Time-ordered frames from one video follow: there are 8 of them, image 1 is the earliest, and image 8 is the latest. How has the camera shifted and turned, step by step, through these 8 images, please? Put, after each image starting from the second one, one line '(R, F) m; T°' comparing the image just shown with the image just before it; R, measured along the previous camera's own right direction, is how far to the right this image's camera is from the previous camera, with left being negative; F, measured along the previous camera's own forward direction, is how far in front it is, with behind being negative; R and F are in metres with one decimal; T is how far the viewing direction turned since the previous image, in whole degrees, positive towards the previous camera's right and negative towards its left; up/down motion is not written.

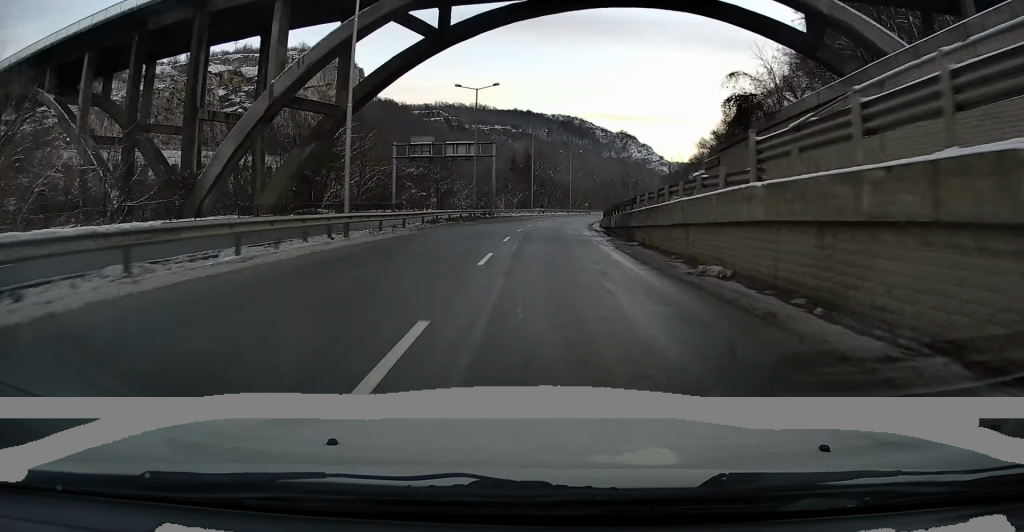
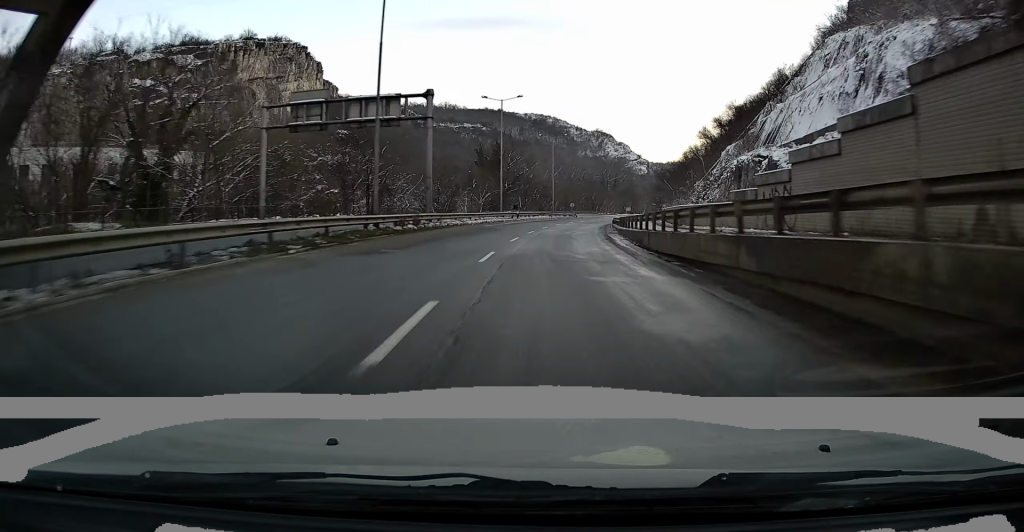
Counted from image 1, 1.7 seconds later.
(+0.4, +25.7) m; +2°
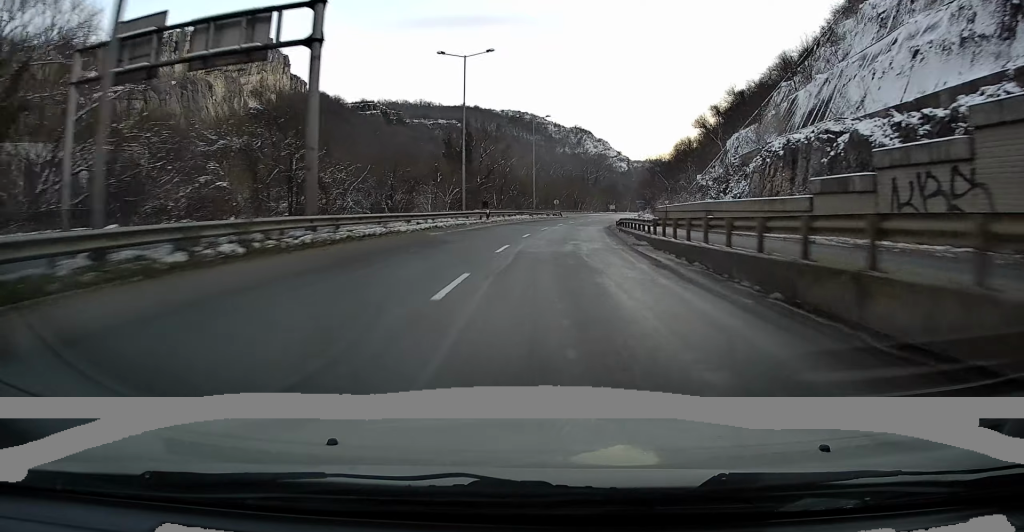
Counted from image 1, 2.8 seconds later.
(+0.2, +15.1) m; +2°
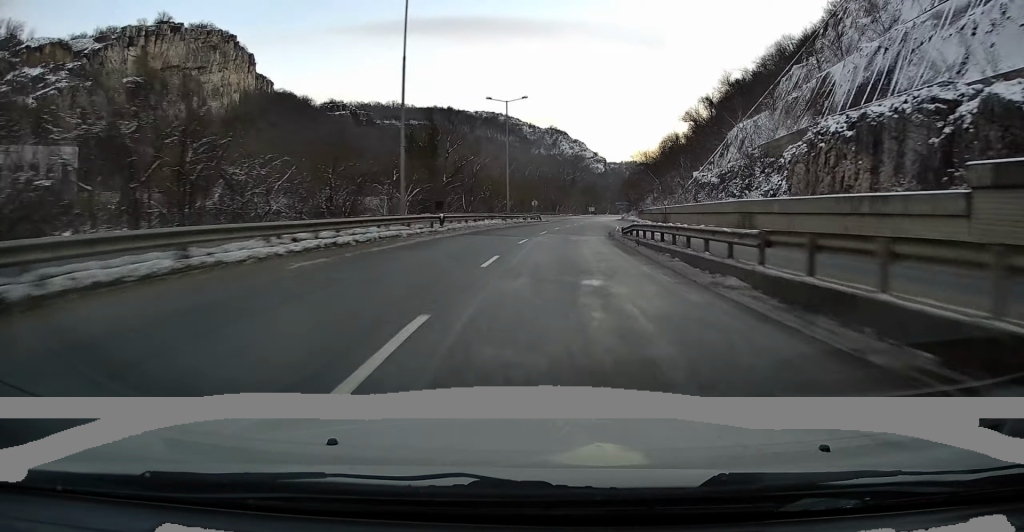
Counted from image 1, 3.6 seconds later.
(+0.3, +12.1) m; +2°
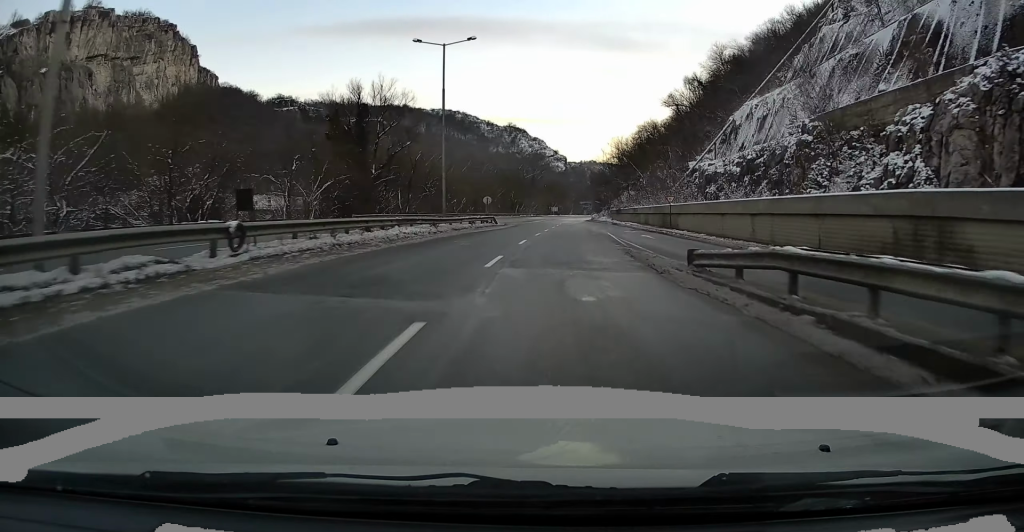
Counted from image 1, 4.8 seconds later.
(+0.4, +18.0) m; +4°
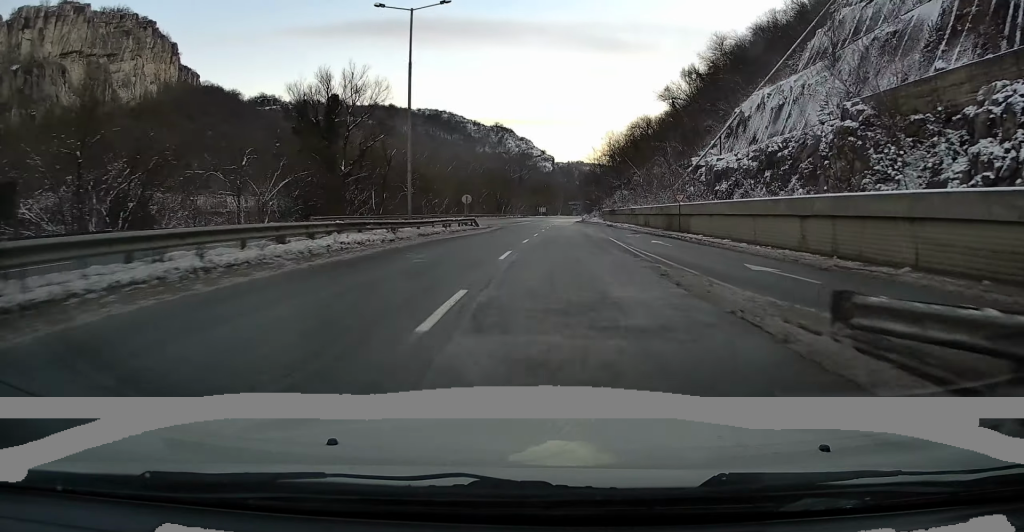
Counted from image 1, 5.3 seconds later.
(+0.1, +6.5) m; +2°
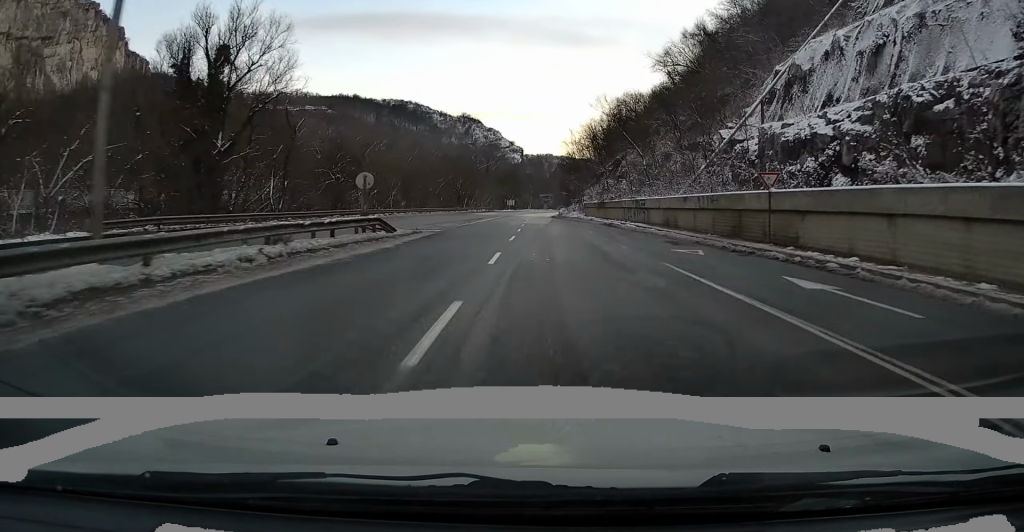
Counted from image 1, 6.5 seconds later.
(+0.6, +19.4) m; +3°
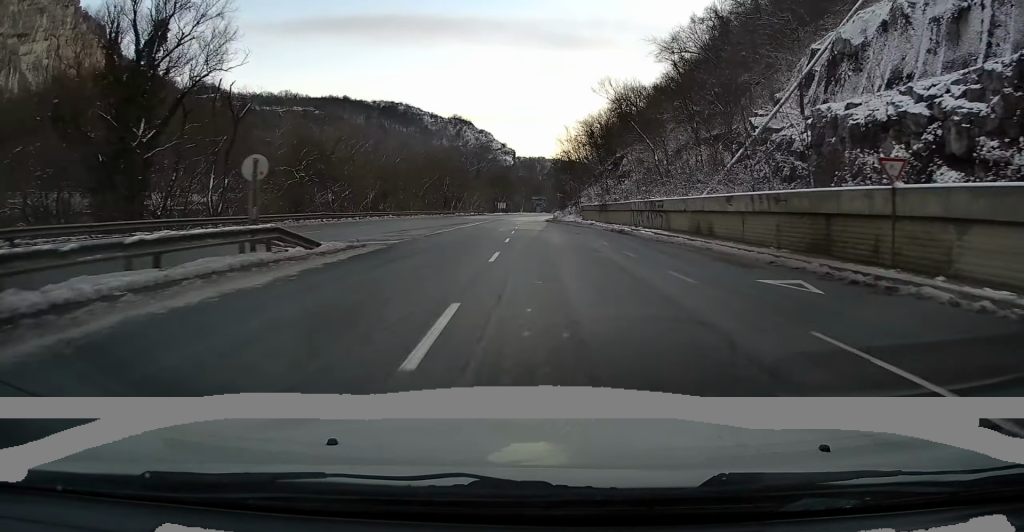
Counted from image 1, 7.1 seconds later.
(+0.2, +8.2) m; +1°
